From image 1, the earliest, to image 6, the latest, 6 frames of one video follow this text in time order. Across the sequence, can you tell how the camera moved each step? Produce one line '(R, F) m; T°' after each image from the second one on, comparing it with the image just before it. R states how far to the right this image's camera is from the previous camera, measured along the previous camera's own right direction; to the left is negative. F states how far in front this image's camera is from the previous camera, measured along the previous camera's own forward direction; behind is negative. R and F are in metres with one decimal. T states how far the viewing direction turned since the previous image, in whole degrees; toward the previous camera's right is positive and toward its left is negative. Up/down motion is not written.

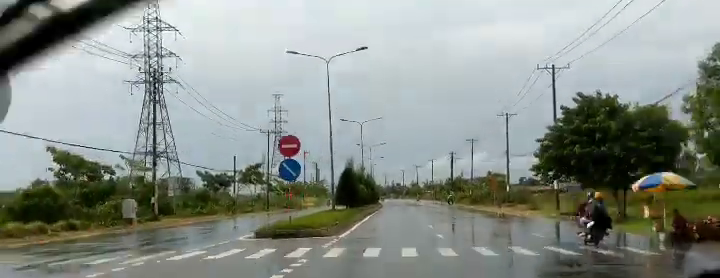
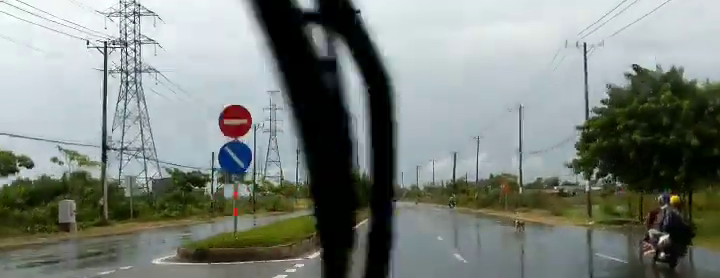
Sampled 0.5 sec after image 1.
(+0.4, +10.0) m; 0°
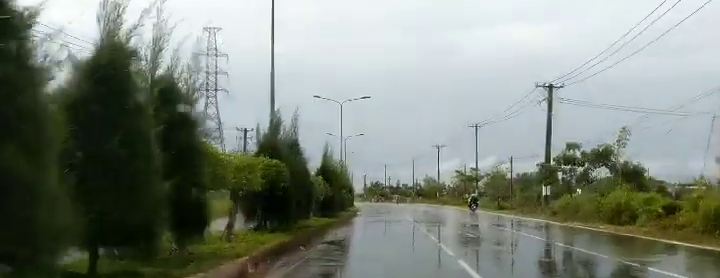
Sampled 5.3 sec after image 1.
(-6.1, +93.1) m; -2°
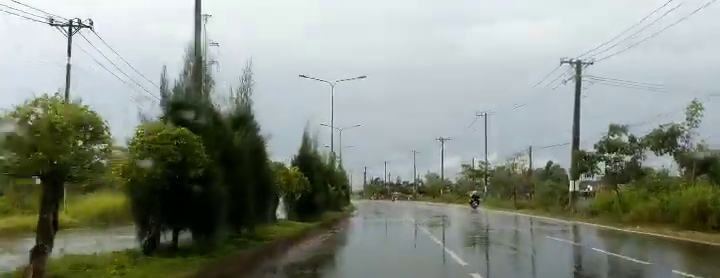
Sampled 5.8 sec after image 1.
(0.0, +9.2) m; -1°
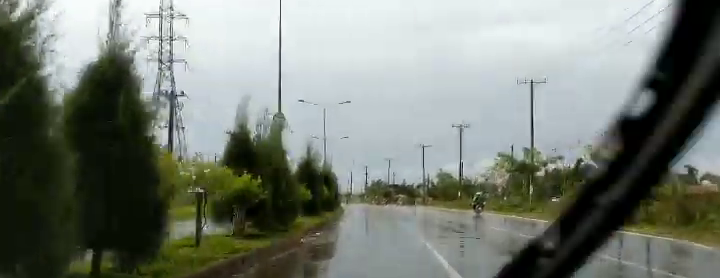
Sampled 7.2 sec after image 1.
(-0.8, +26.1) m; -3°
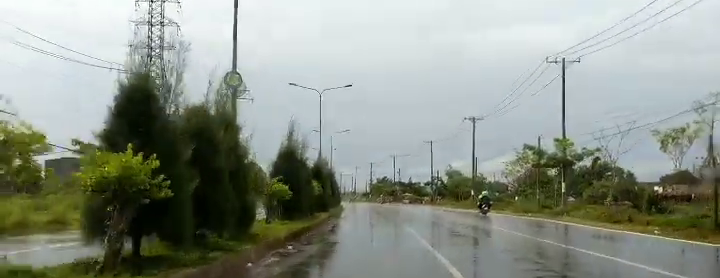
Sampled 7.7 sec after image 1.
(-0.1, +9.0) m; 0°
